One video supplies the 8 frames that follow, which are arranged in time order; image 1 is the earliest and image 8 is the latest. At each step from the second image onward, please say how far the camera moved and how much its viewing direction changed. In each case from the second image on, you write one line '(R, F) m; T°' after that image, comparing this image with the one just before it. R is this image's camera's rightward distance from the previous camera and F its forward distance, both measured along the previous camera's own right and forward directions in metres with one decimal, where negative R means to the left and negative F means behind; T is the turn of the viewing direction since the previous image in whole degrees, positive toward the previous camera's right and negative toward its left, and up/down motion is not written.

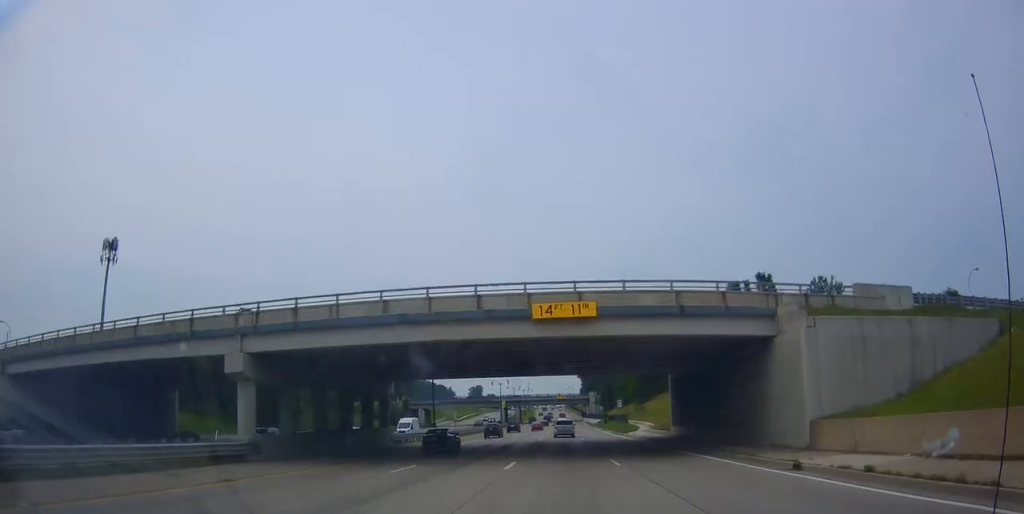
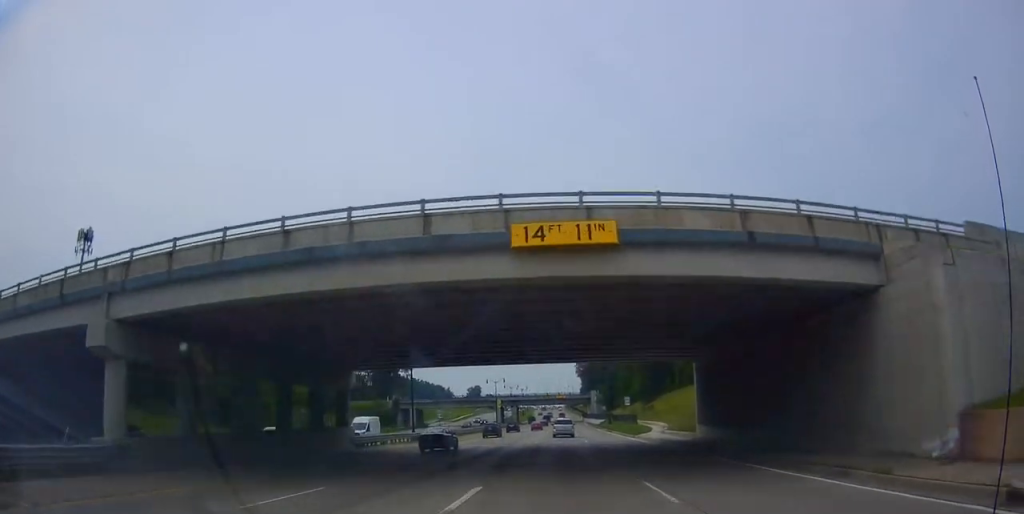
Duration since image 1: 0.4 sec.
(-0.2, +9.2) m; 0°
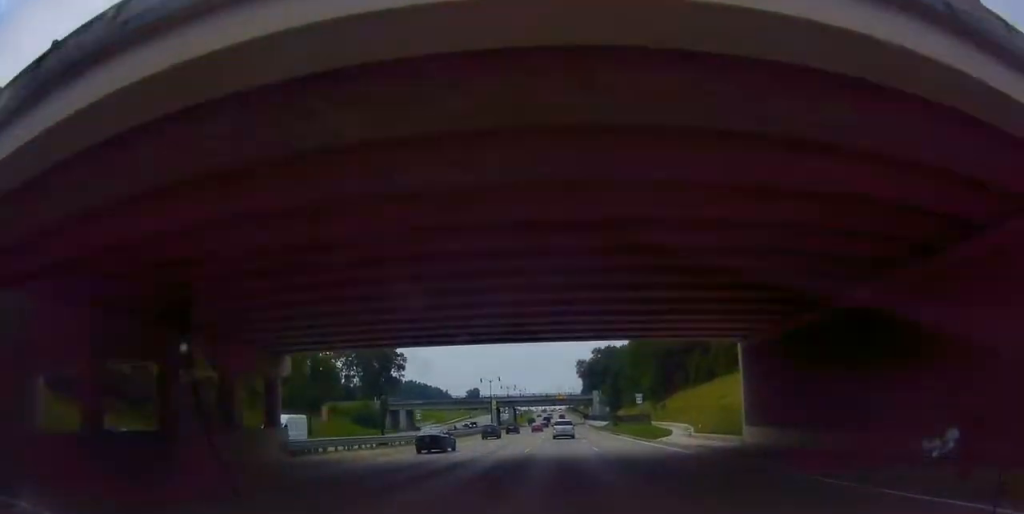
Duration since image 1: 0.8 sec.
(+0.1, +10.0) m; 0°
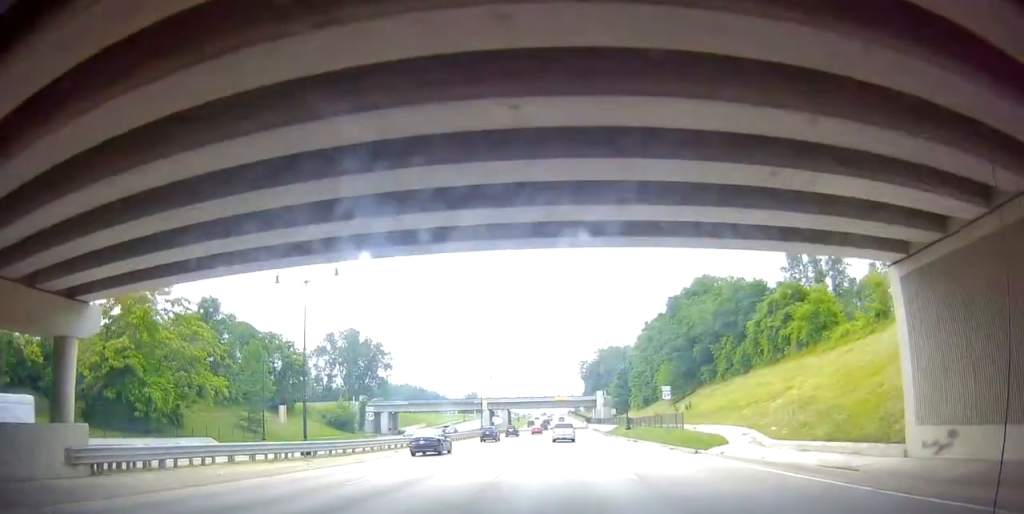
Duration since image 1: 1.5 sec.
(+0.3, +14.6) m; -1°
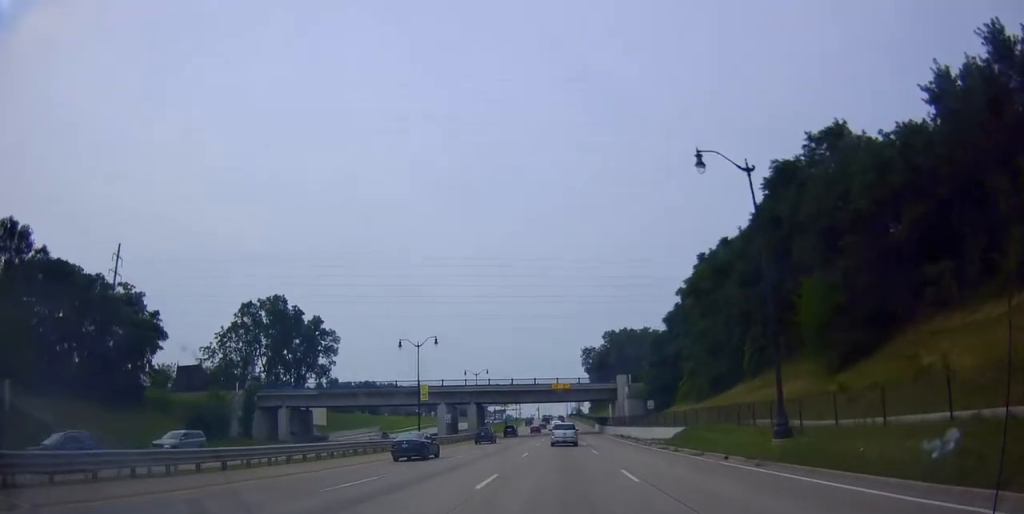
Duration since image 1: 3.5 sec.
(-0.1, +47.2) m; -1°
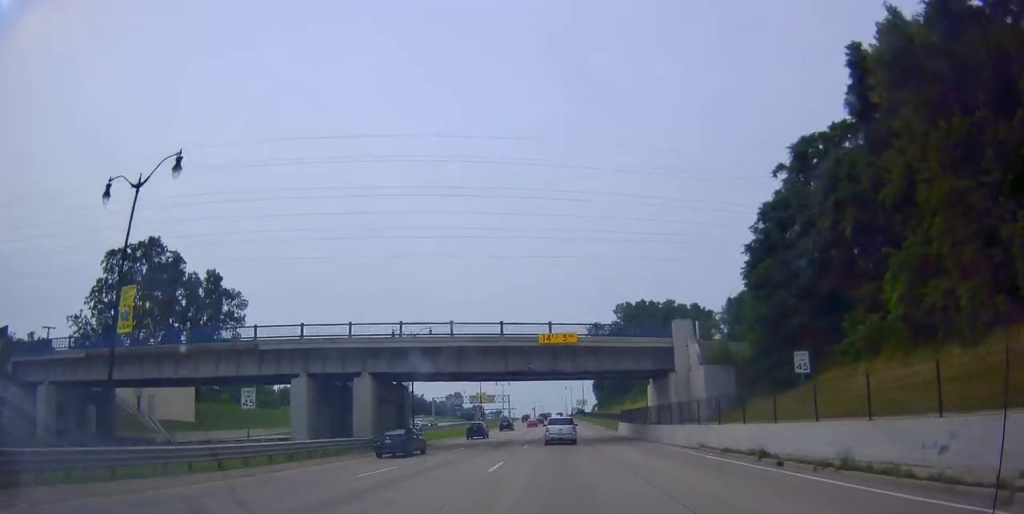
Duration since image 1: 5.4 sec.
(-0.1, +44.3) m; +3°
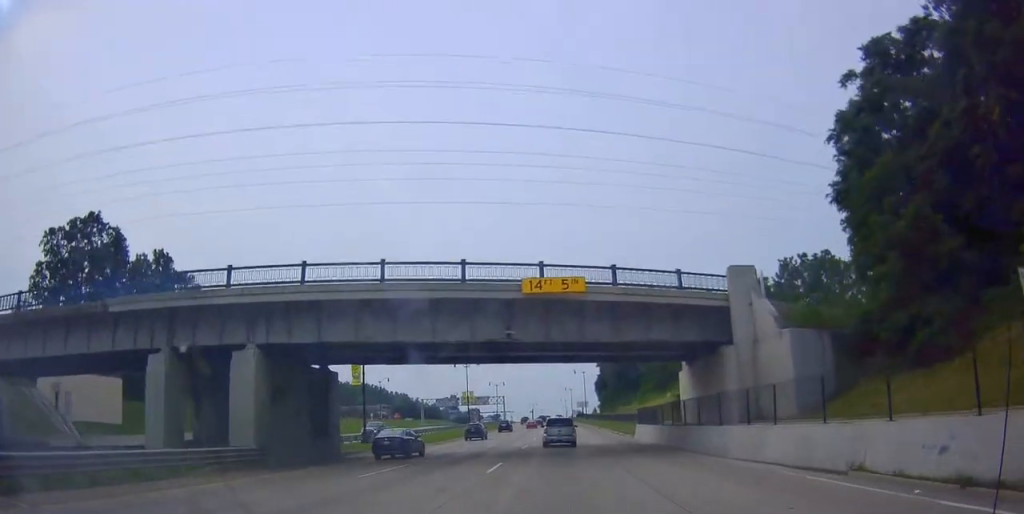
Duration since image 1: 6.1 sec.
(+0.1, +15.2) m; 0°
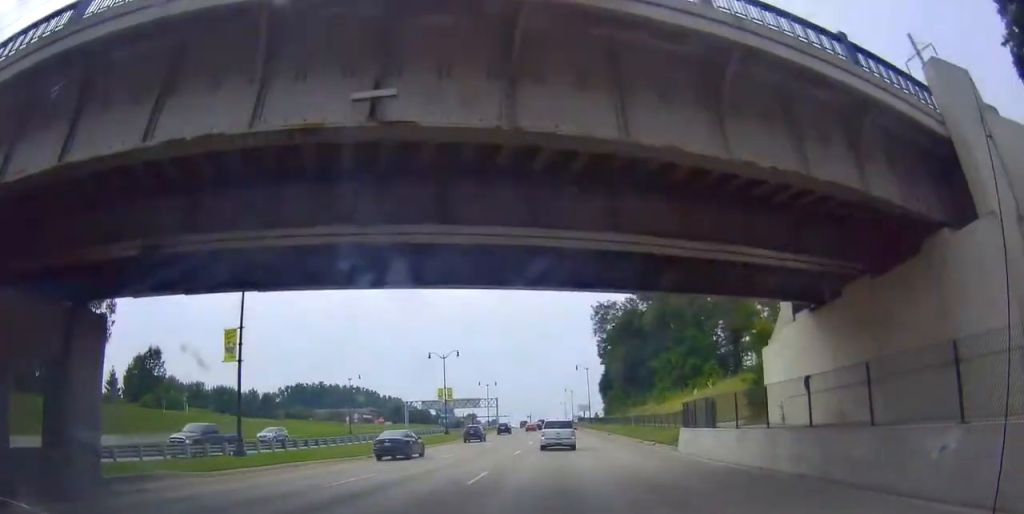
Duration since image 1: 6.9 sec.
(0.0, +19.5) m; -1°
